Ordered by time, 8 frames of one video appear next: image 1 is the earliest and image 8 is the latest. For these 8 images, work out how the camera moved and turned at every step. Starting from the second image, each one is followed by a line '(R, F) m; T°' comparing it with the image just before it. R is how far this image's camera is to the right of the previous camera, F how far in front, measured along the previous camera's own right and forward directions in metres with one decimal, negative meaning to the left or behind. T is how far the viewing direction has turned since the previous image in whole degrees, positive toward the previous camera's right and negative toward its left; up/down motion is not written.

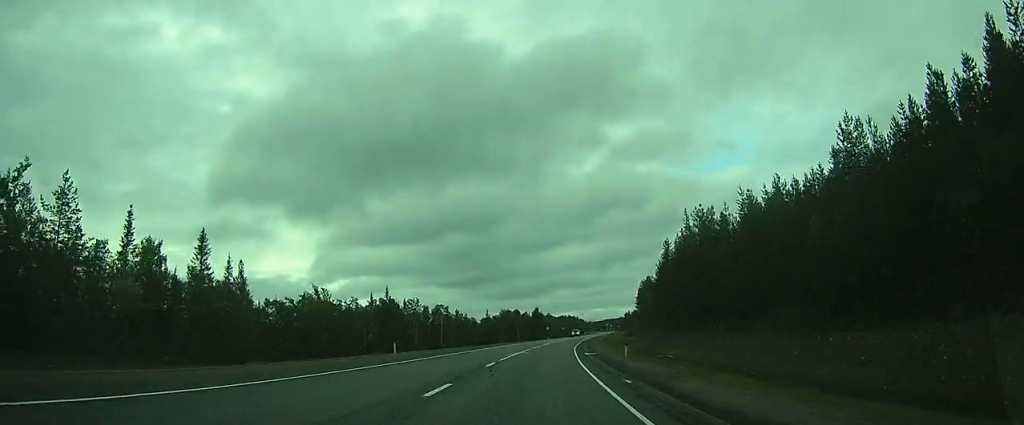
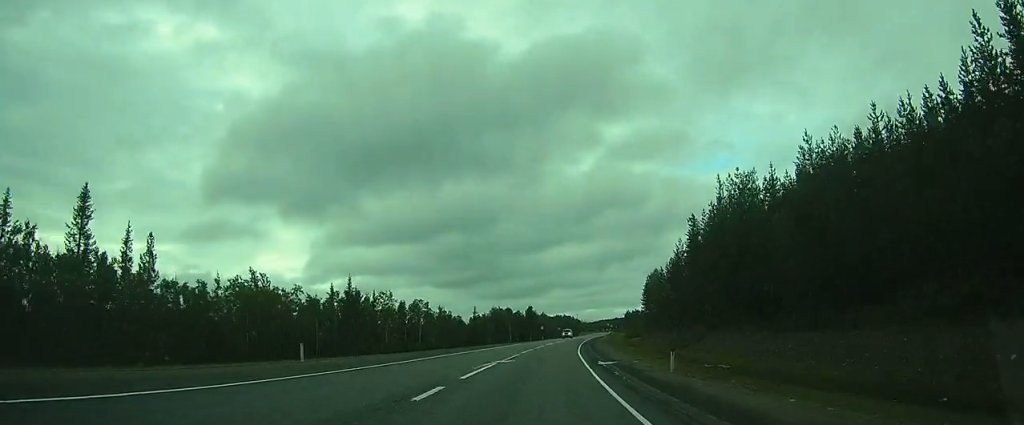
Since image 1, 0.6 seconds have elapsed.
(0.0, +12.2) m; +2°
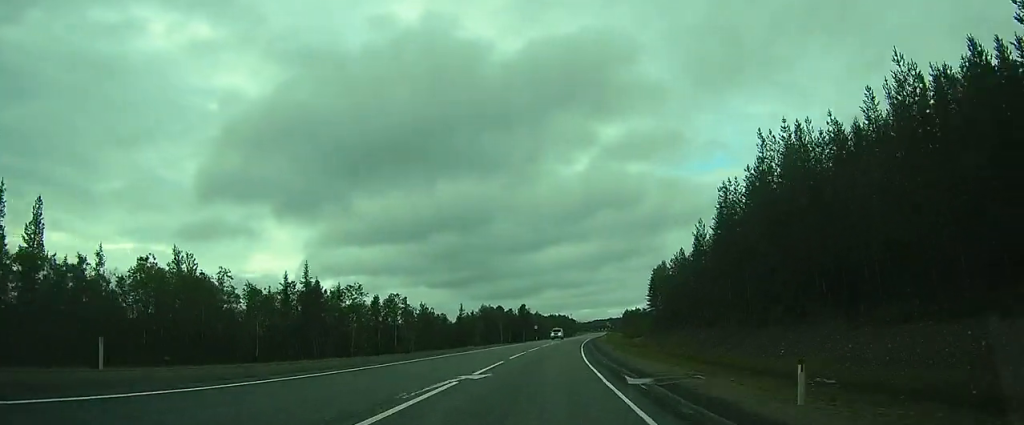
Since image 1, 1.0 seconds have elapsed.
(+0.4, +10.1) m; +1°
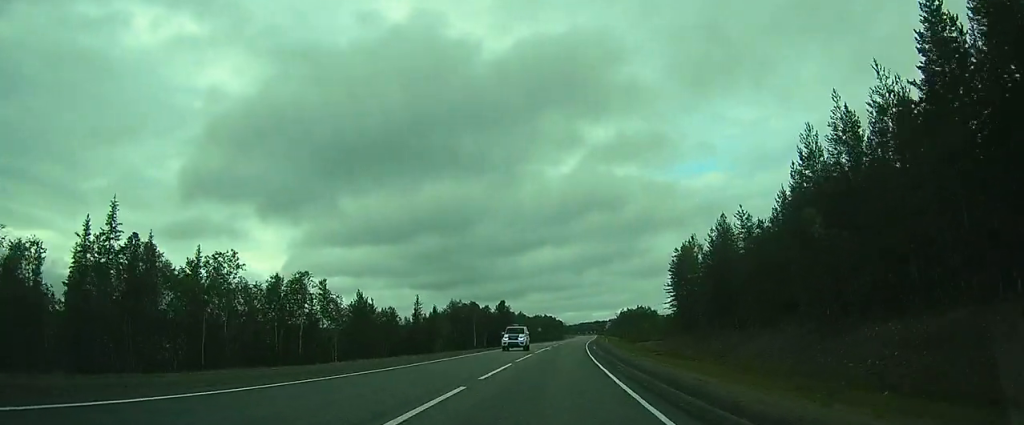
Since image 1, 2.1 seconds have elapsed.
(+0.4, +24.0) m; +1°
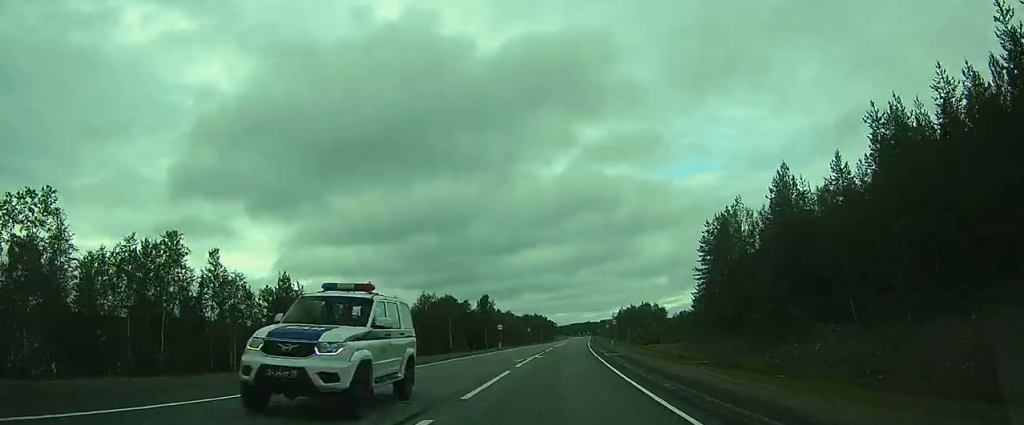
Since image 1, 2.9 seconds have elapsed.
(0.0, +16.9) m; 0°
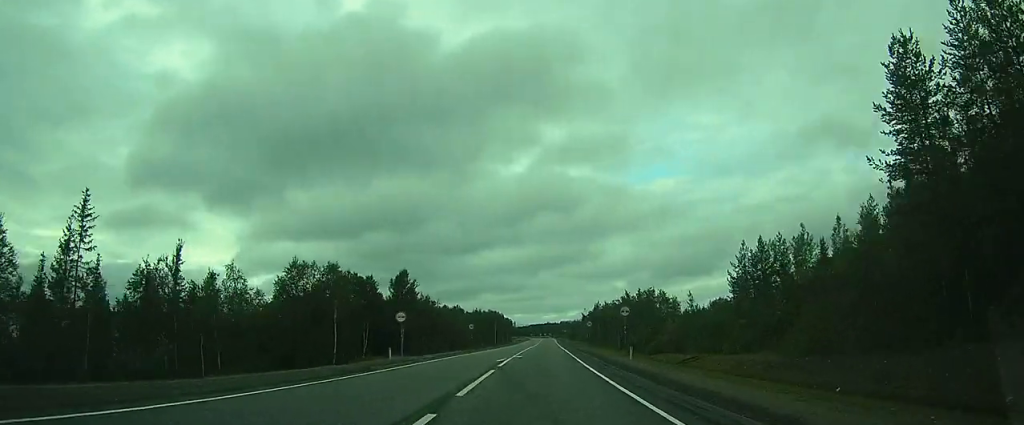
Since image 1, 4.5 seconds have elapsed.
(0.0, +34.6) m; 0°
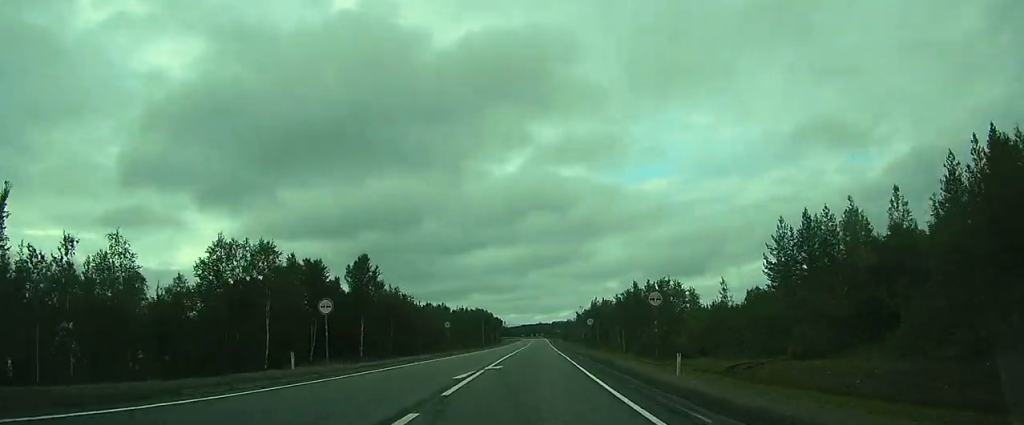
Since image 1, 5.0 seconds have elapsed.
(0.0, +11.8) m; 0°
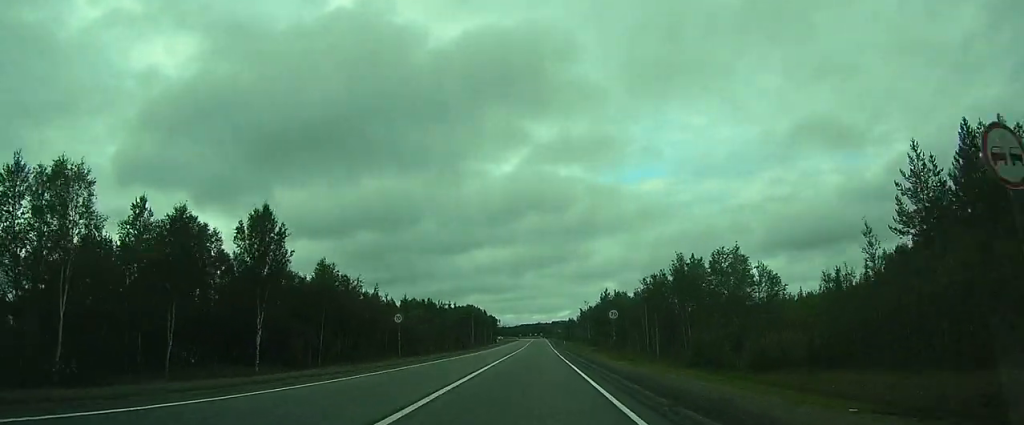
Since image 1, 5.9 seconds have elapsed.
(0.0, +19.1) m; +1°
